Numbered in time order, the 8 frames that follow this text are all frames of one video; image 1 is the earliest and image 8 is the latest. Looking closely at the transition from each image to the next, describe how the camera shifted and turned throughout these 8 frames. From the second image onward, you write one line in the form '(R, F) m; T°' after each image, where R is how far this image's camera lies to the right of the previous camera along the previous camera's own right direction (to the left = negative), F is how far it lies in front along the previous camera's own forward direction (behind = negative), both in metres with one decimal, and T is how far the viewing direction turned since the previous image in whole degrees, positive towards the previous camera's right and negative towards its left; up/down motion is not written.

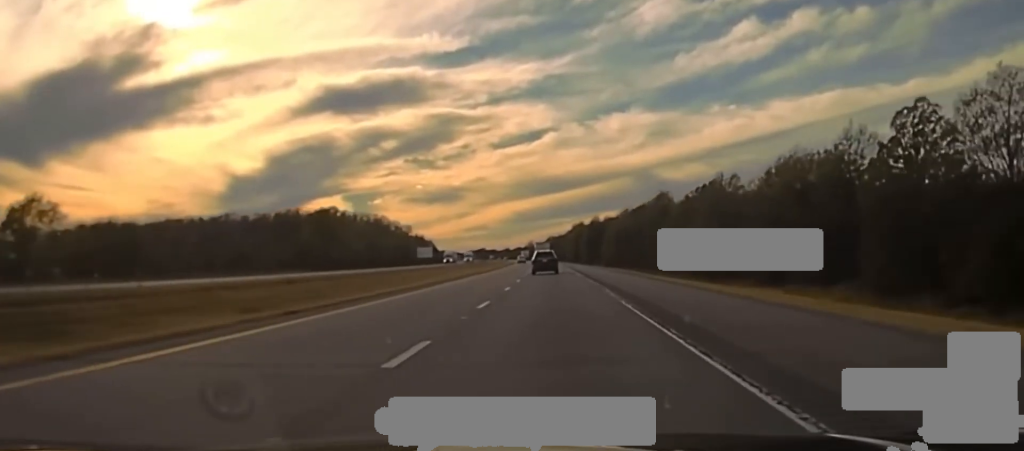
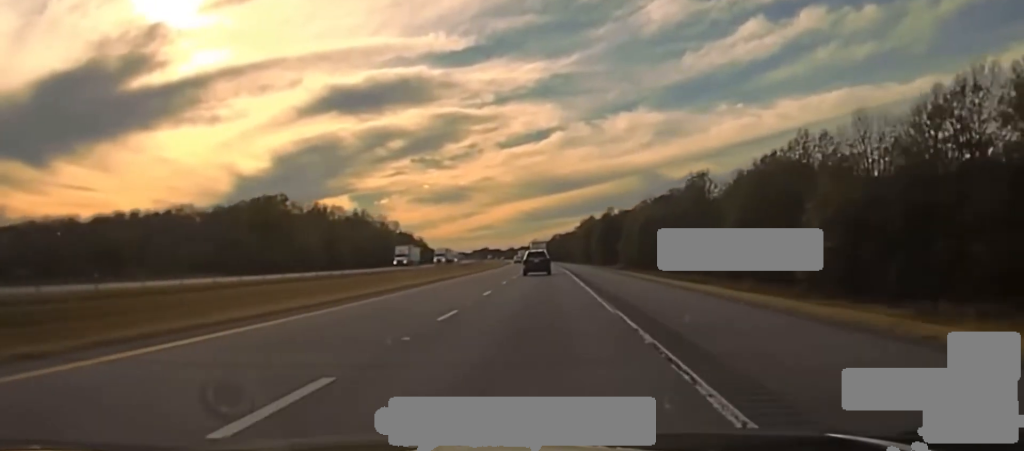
(+0.3, +53.0) m; 0°
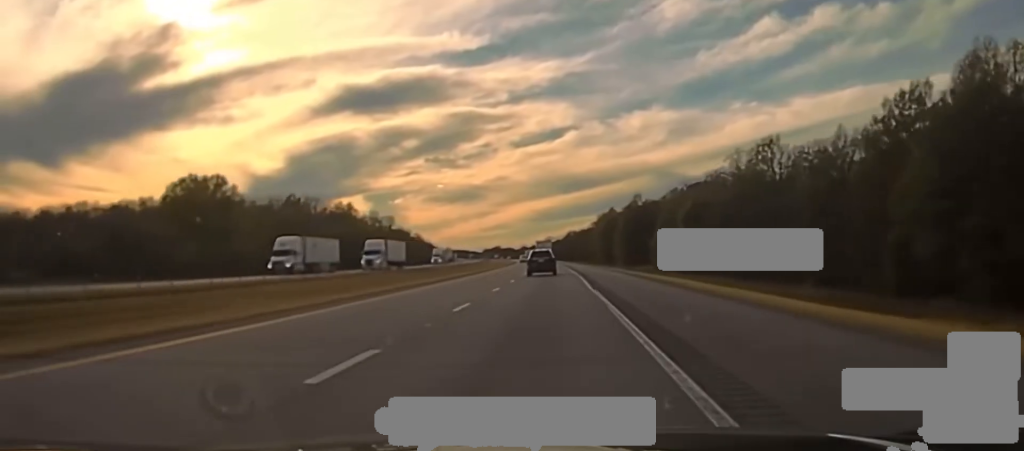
(-1.0, +51.7) m; -2°
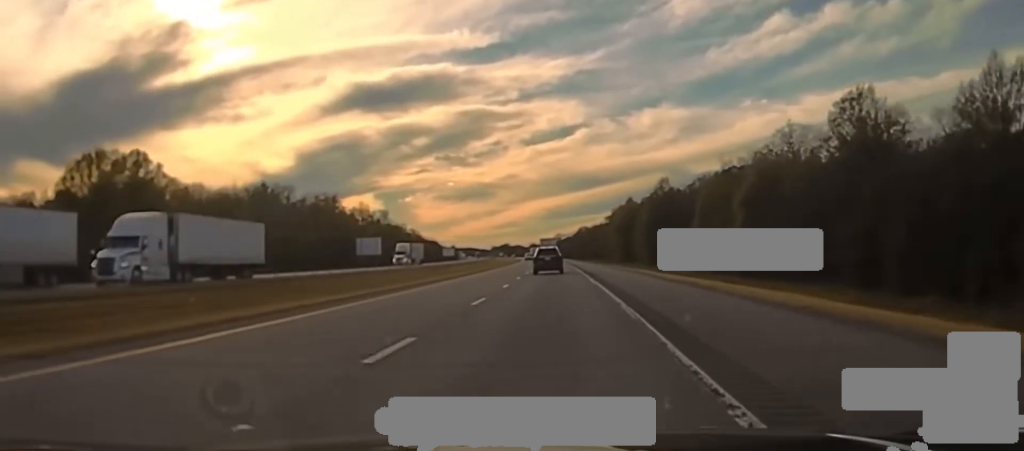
(-0.2, +37.0) m; -1°
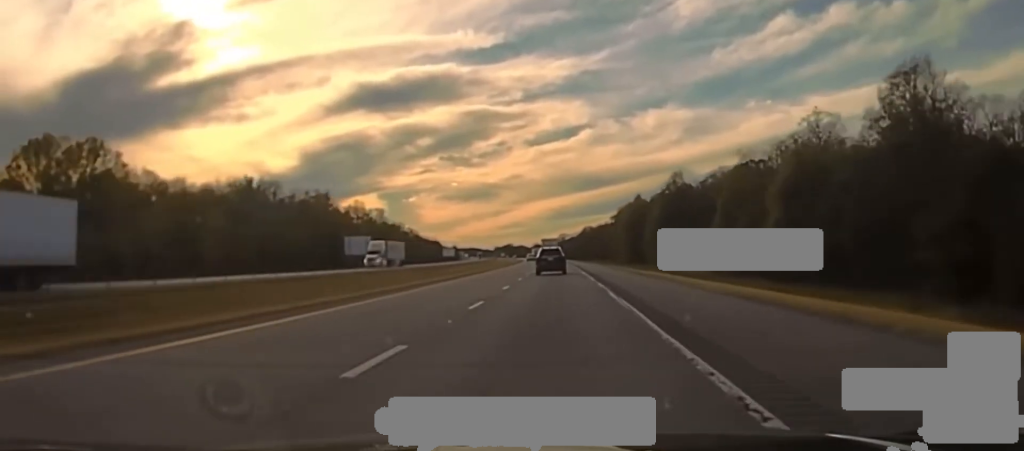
(0.0, +13.9) m; 0°
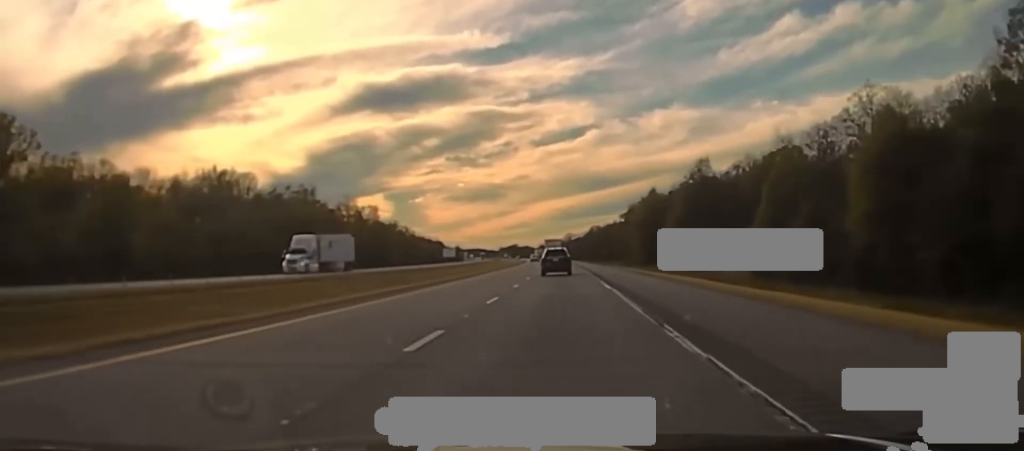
(-0.1, +20.2) m; 0°
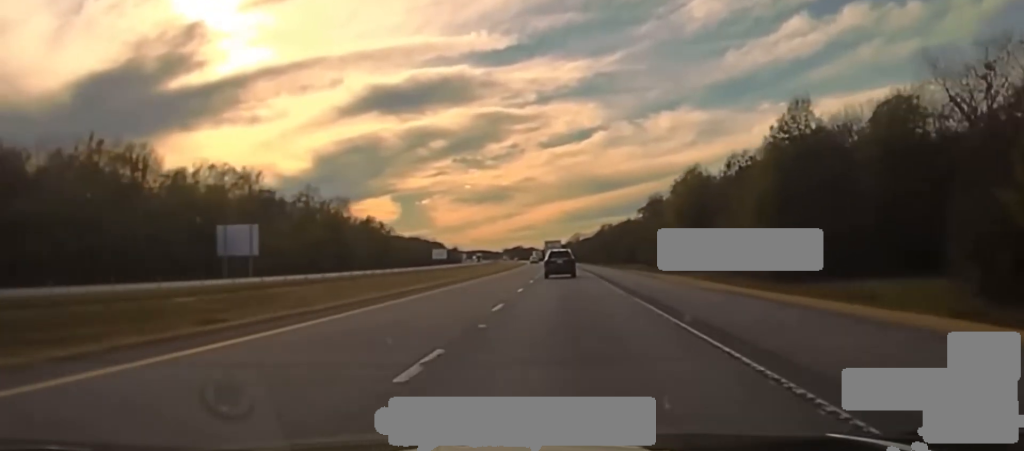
(-0.1, +45.4) m; 0°
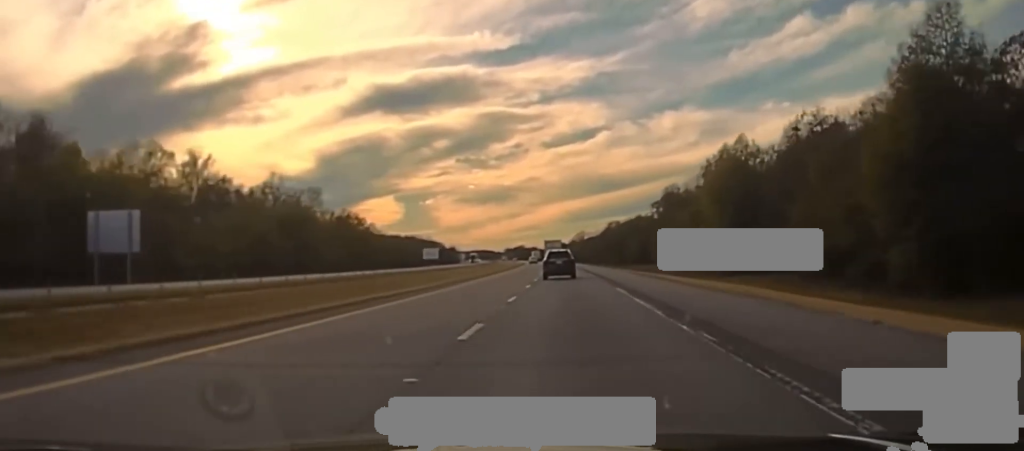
(0.0, +29.6) m; 0°
